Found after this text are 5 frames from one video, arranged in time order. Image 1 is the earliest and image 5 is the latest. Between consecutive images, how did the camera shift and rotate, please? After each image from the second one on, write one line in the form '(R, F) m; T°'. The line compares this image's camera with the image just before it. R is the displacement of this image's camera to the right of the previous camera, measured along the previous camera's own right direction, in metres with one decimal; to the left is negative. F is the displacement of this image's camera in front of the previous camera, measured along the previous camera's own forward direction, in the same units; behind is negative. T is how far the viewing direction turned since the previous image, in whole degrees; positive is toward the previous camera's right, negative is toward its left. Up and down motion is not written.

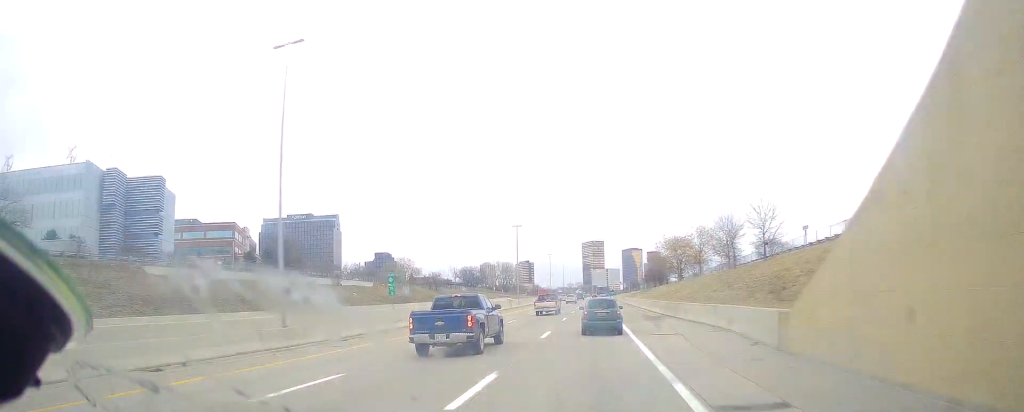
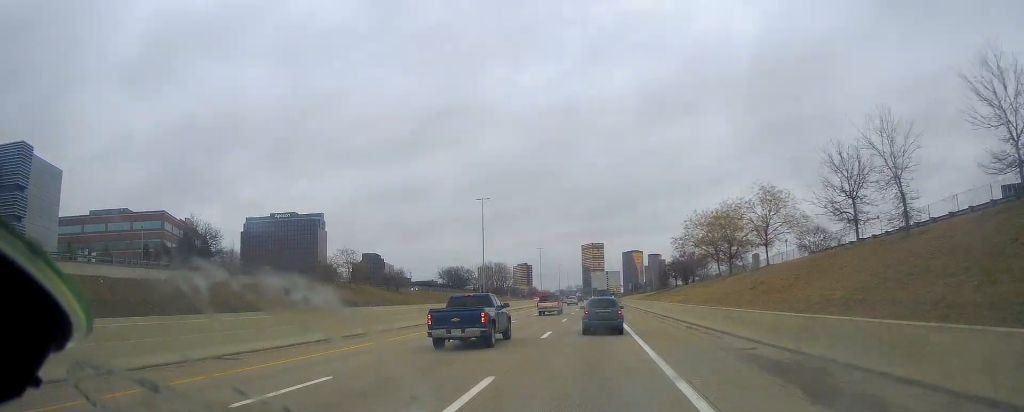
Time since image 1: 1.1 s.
(-0.7, +30.7) m; 0°
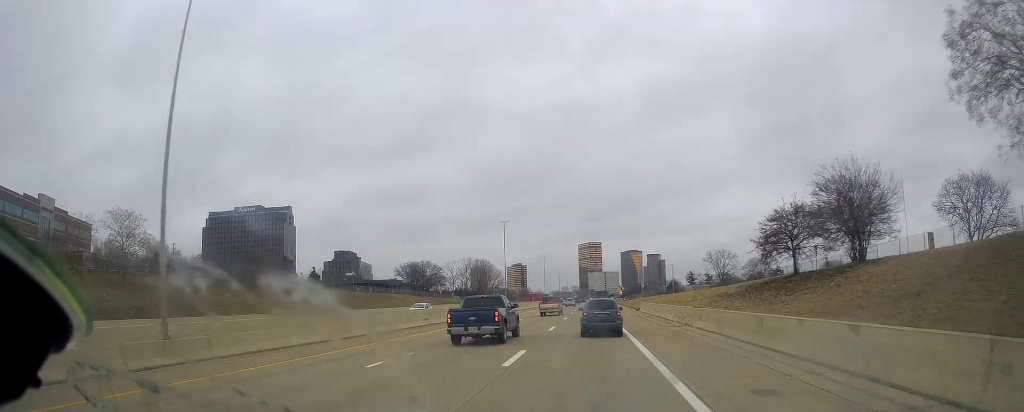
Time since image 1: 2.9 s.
(+1.4, +53.7) m; +3°
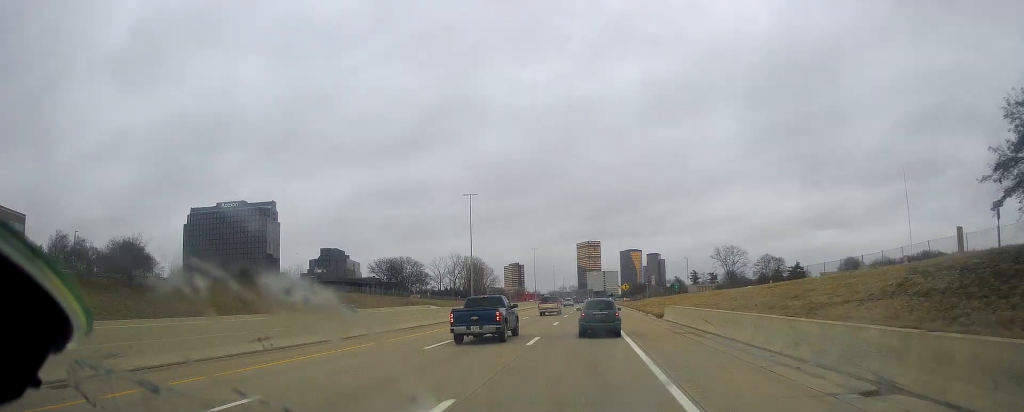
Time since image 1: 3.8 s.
(+0.4, +23.9) m; -1°
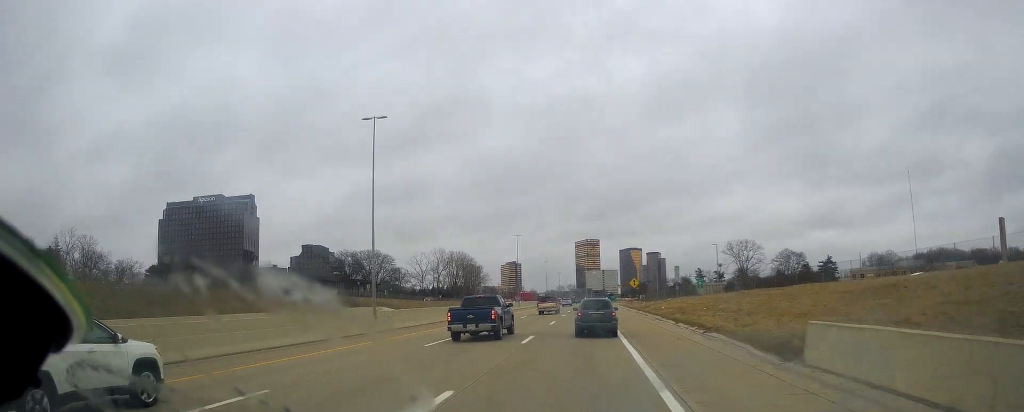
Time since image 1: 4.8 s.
(-0.8, +29.5) m; -1°
